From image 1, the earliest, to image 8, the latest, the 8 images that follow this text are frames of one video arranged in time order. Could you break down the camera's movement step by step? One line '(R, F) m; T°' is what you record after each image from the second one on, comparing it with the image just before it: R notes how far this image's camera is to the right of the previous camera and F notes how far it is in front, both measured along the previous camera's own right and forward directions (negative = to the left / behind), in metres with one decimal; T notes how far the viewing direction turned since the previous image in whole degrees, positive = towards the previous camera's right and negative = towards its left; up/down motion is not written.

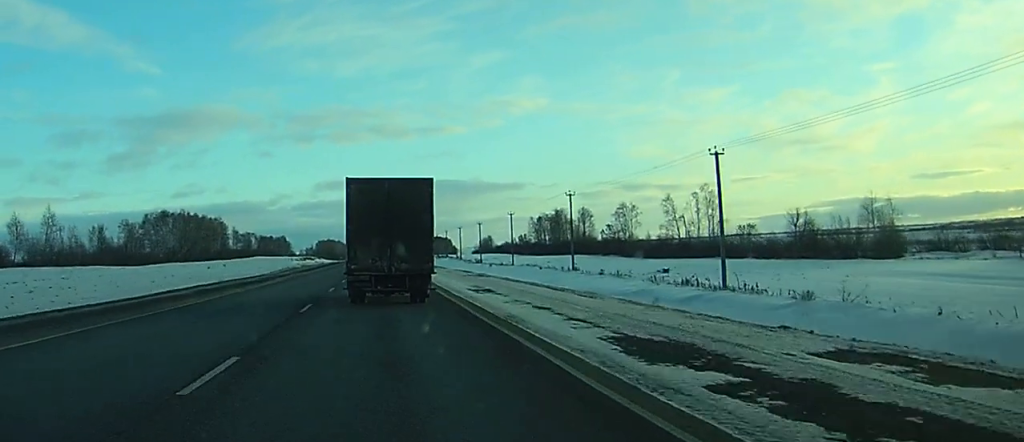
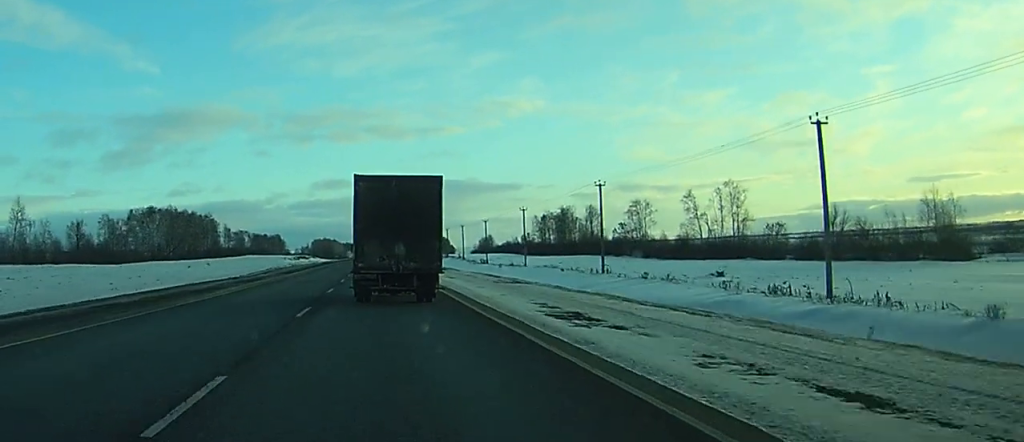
(-0.1, +14.0) m; 0°
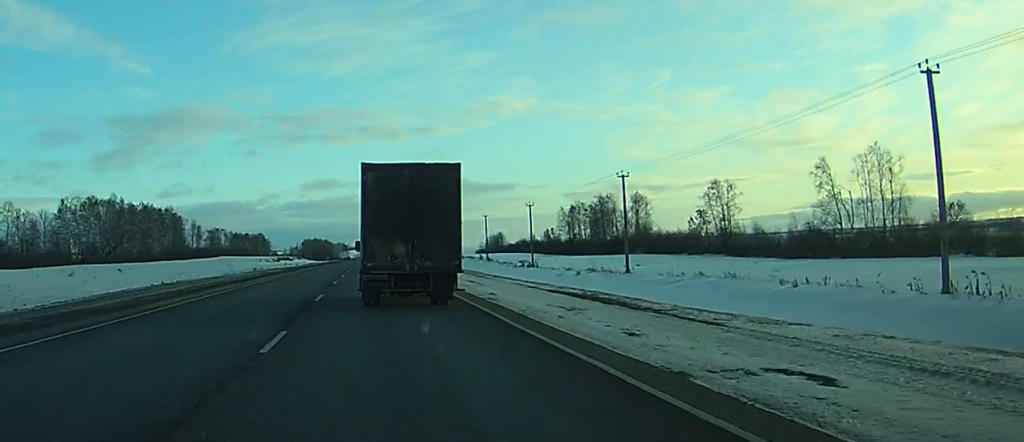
(+0.2, +54.2) m; 0°
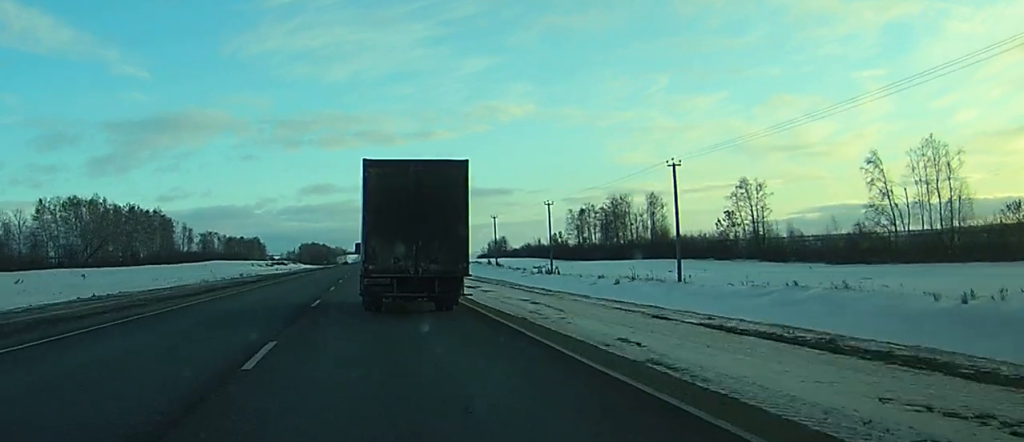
(0.0, +13.1) m; 0°
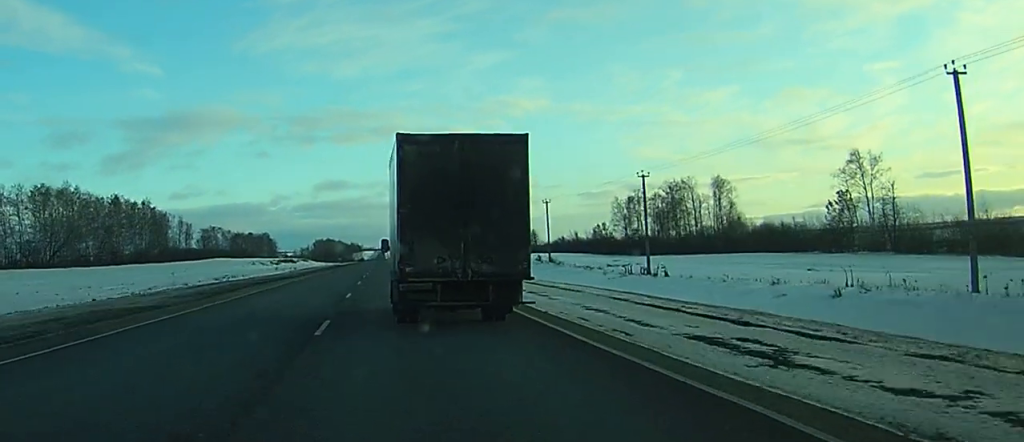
(0.0, +31.1) m; 0°
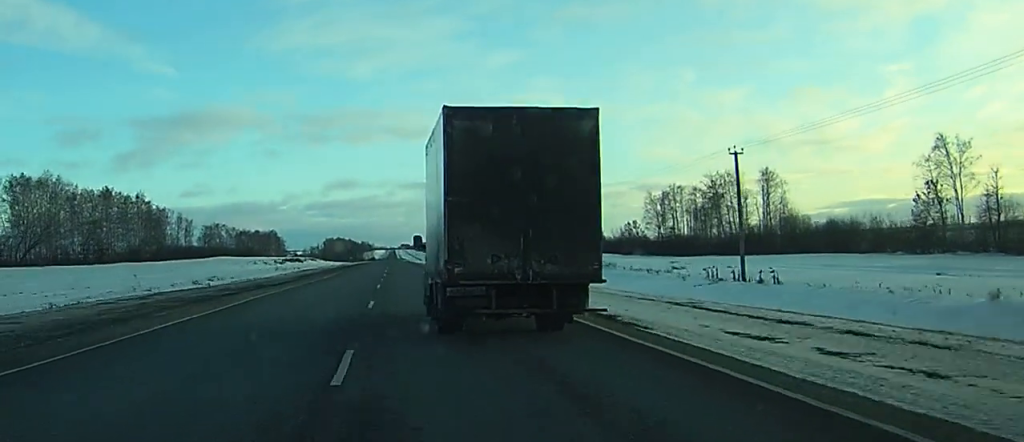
(-0.1, +17.3) m; 0°
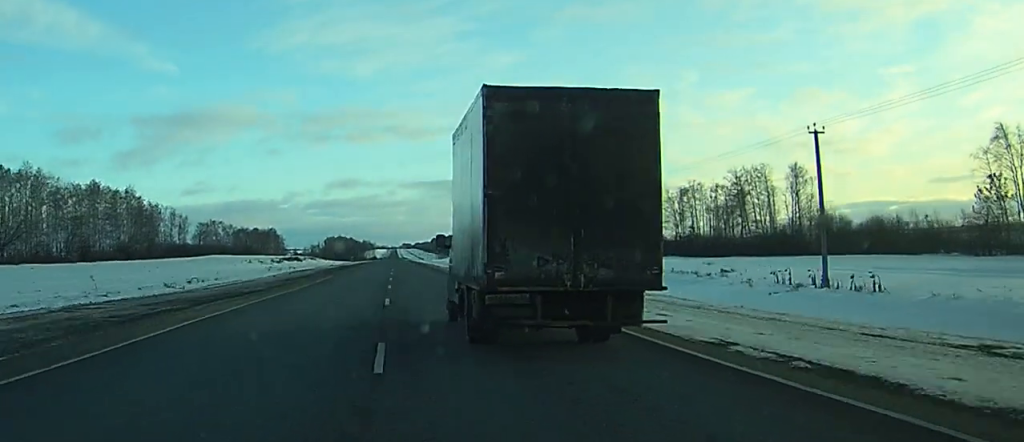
(0.0, +10.9) m; 0°
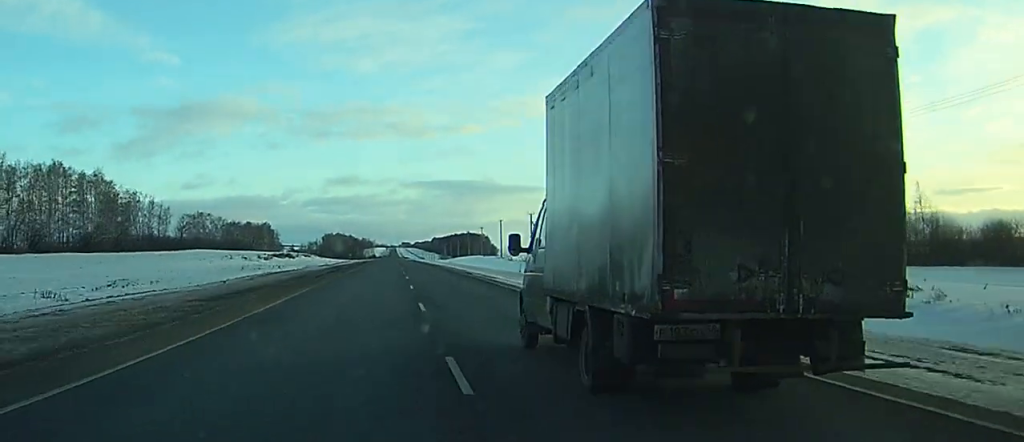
(-0.1, +24.8) m; 0°
